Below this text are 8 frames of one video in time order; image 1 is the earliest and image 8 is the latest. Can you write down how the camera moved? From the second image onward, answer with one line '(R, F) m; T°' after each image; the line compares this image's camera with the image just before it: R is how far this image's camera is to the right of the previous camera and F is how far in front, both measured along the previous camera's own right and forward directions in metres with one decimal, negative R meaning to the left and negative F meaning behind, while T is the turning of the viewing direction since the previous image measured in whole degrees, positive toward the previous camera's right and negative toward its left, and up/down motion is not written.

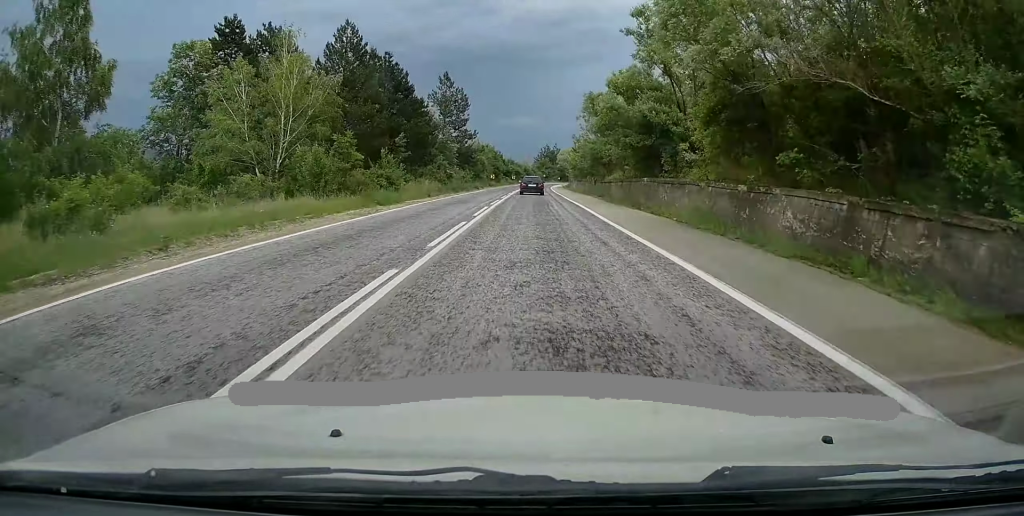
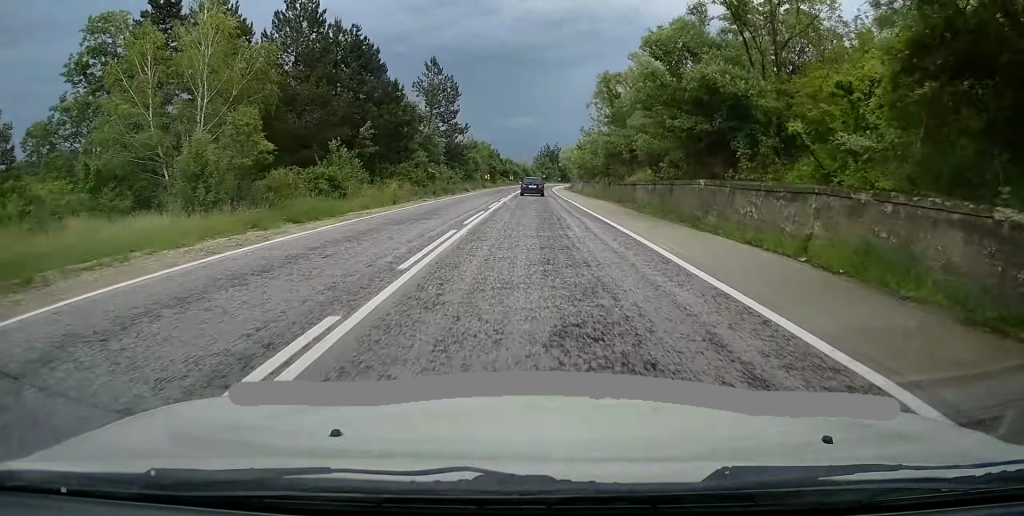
(-0.1, +11.4) m; 0°
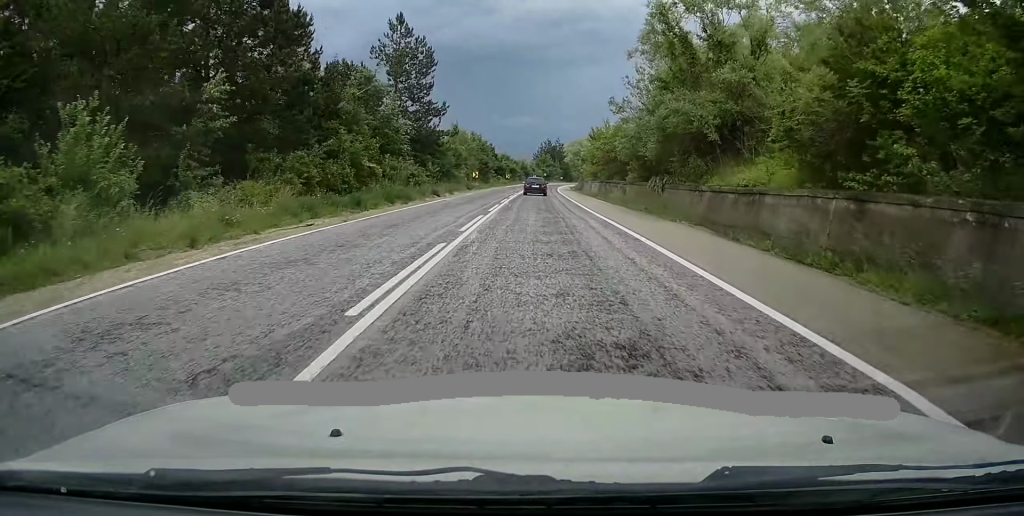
(-0.1, +20.5) m; 0°
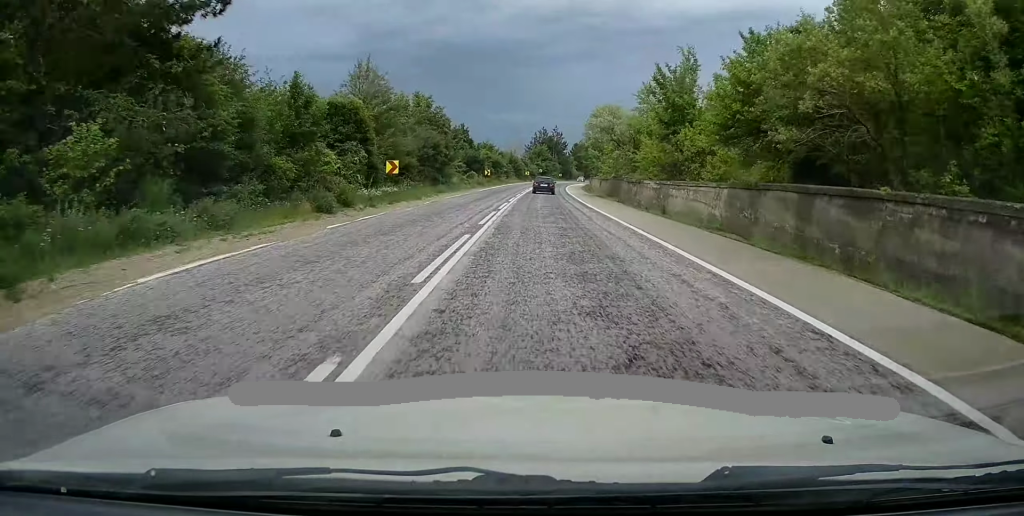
(+0.7, +42.9) m; +2°
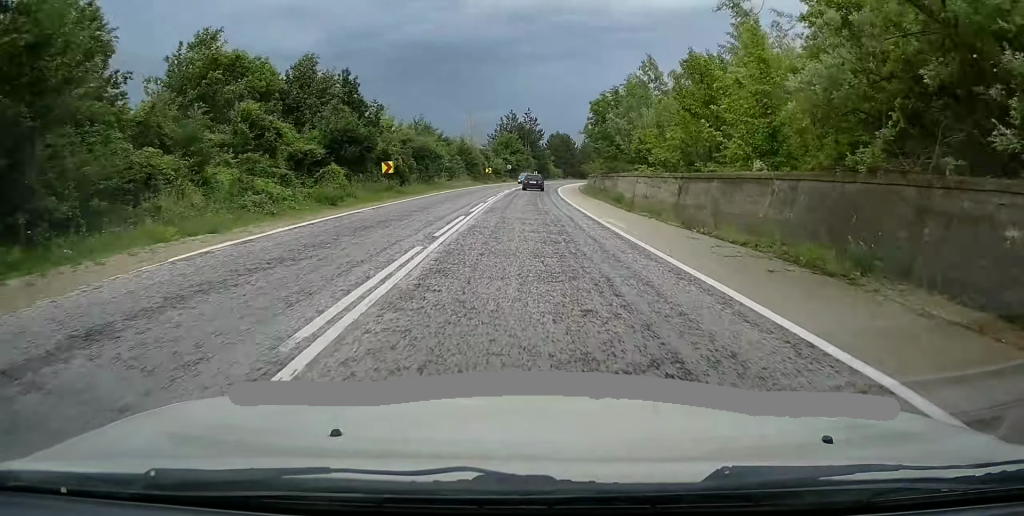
(+0.2, +45.3) m; +2°
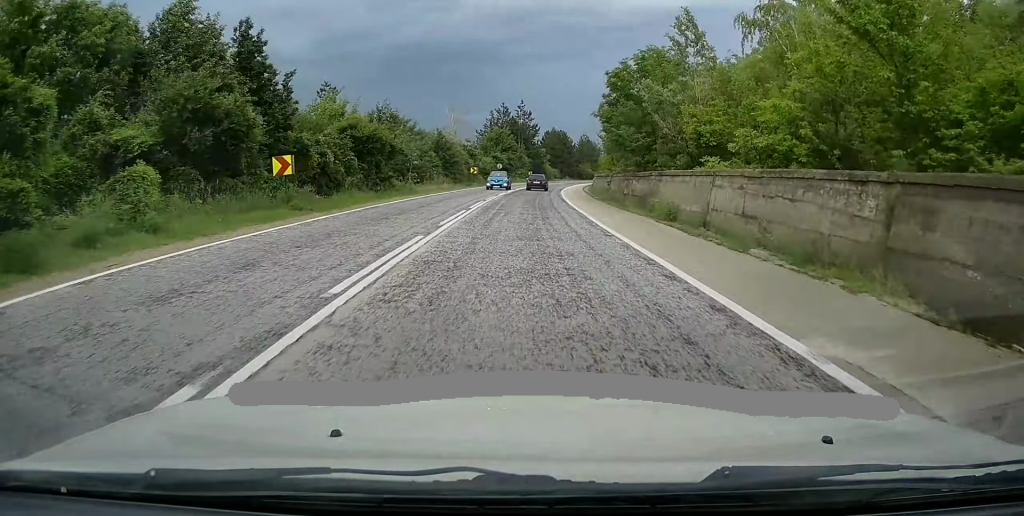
(+0.1, +14.8) m; +1°
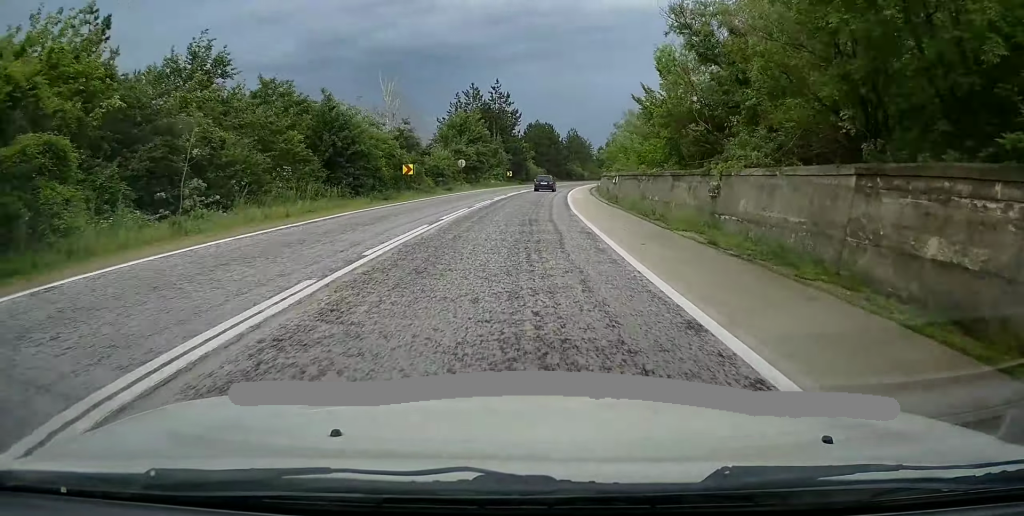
(+0.6, +29.9) m; +1°
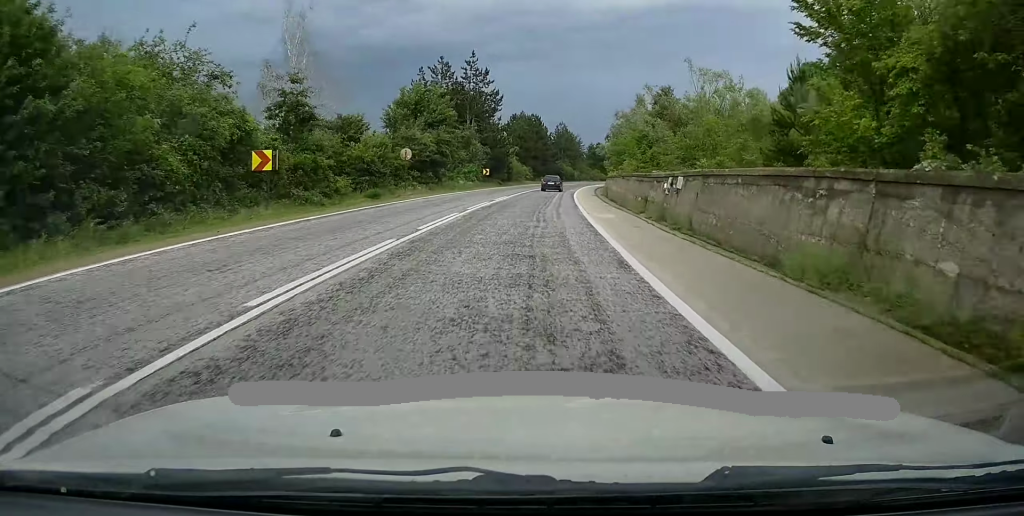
(-0.1, +20.8) m; +1°
